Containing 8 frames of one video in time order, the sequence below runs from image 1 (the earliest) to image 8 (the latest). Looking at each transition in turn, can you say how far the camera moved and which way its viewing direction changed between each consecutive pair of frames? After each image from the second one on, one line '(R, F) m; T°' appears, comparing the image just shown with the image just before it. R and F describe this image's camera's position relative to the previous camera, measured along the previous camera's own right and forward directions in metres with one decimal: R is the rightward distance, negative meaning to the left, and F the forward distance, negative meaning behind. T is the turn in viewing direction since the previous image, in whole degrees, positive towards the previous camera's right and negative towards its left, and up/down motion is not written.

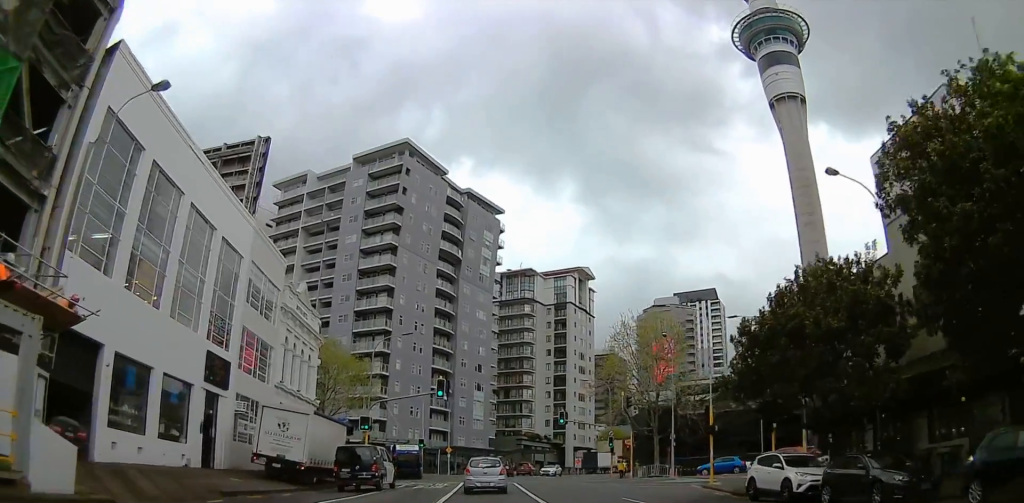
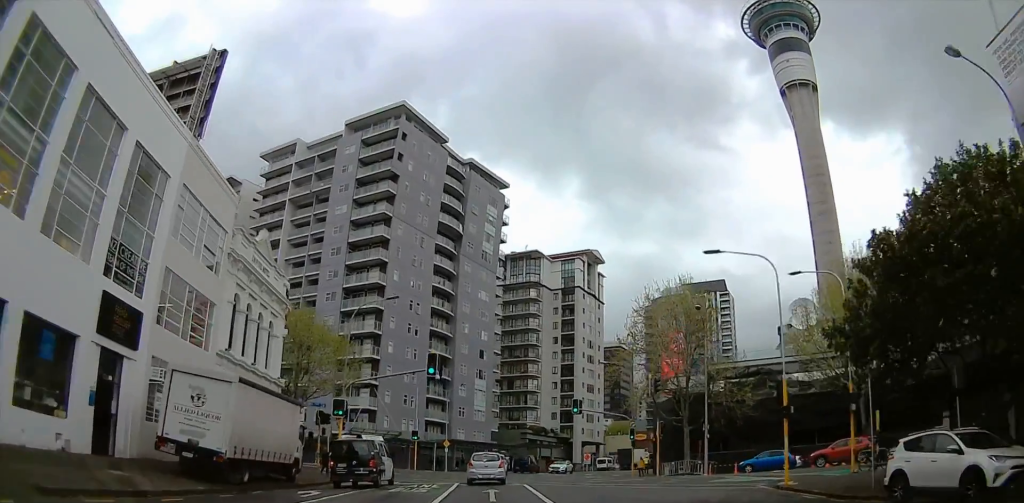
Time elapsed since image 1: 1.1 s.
(-0.3, +7.5) m; -6°
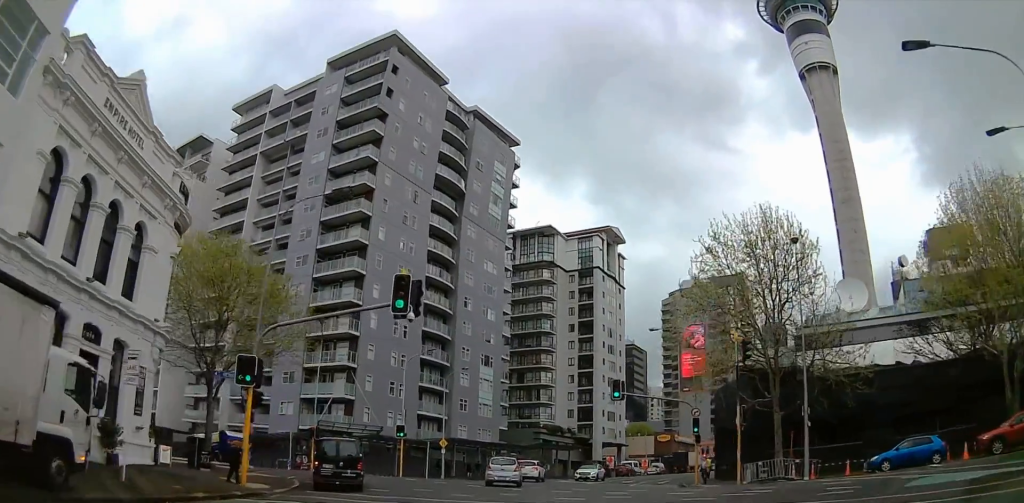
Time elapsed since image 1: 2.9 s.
(-1.1, +14.7) m; -5°
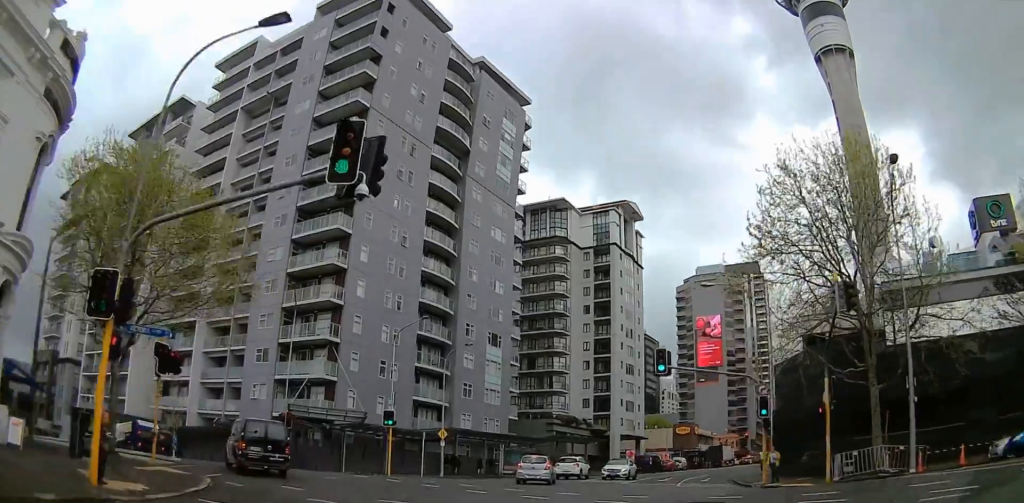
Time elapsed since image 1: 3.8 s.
(0.0, +8.7) m; +2°
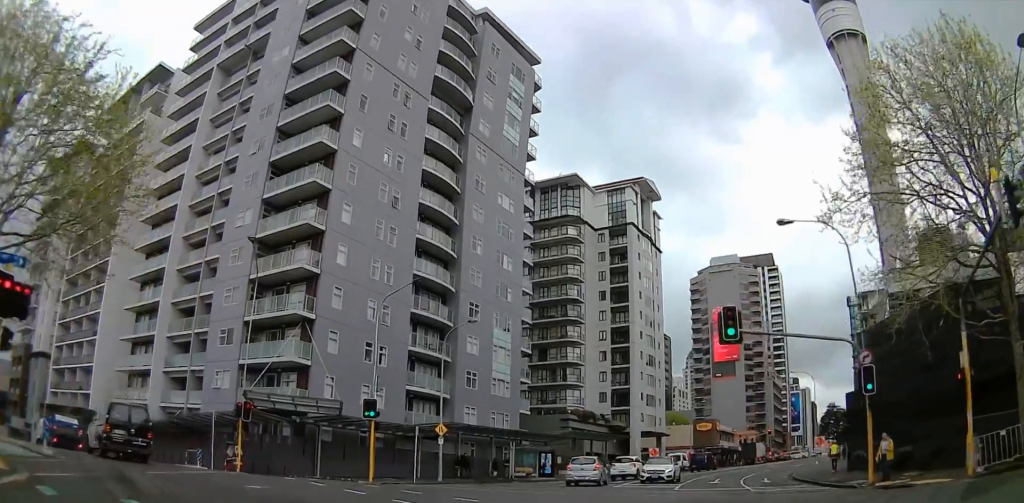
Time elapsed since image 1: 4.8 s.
(+0.3, +9.2) m; +1°
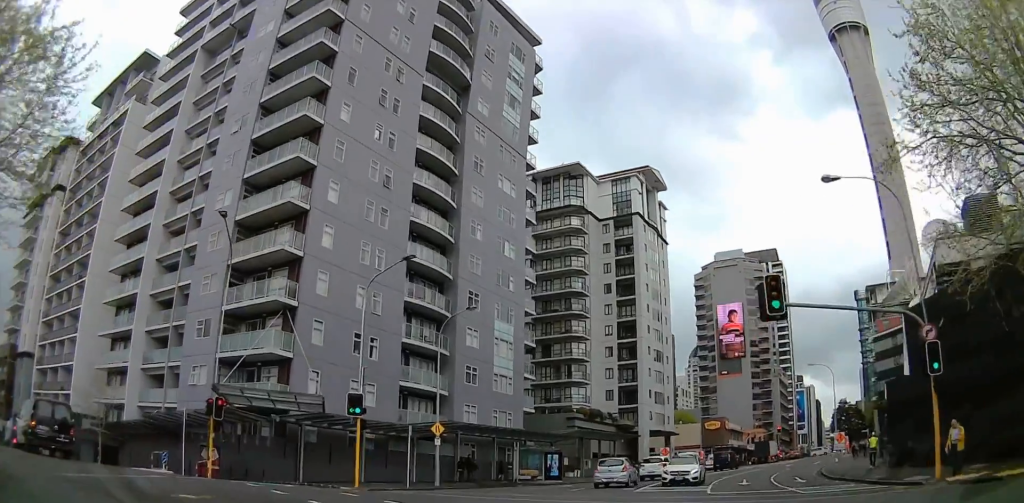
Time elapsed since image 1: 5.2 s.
(+0.2, +4.2) m; 0°
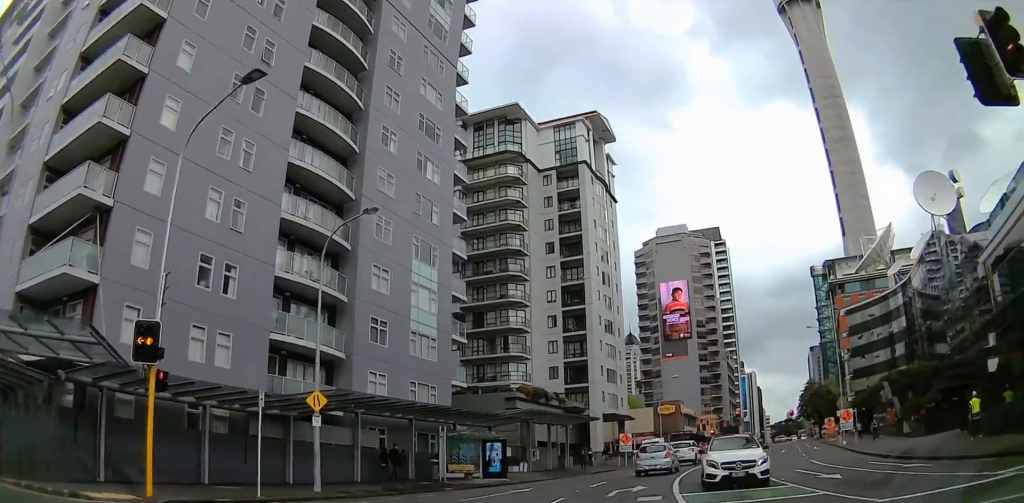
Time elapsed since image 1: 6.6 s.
(-0.5, +14.2) m; -2°
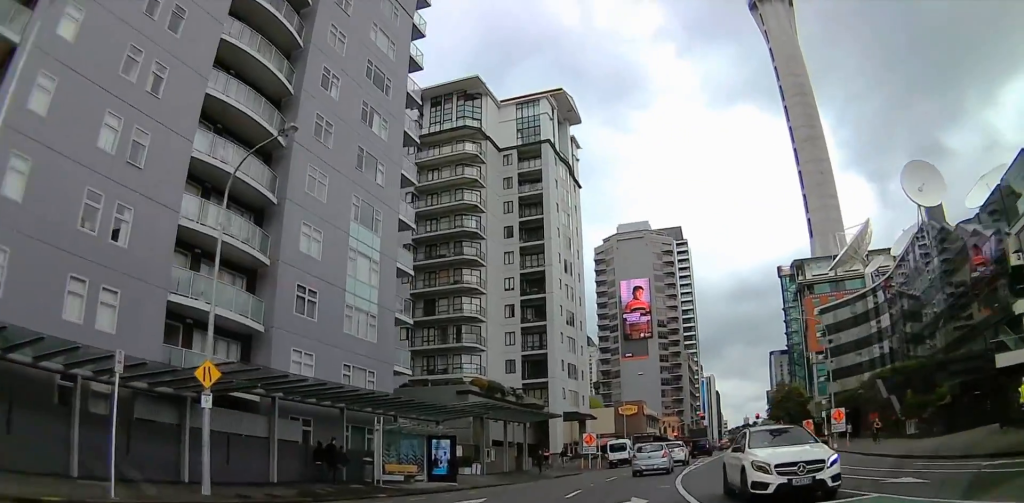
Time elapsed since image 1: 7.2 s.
(-0.1, +6.0) m; +1°
